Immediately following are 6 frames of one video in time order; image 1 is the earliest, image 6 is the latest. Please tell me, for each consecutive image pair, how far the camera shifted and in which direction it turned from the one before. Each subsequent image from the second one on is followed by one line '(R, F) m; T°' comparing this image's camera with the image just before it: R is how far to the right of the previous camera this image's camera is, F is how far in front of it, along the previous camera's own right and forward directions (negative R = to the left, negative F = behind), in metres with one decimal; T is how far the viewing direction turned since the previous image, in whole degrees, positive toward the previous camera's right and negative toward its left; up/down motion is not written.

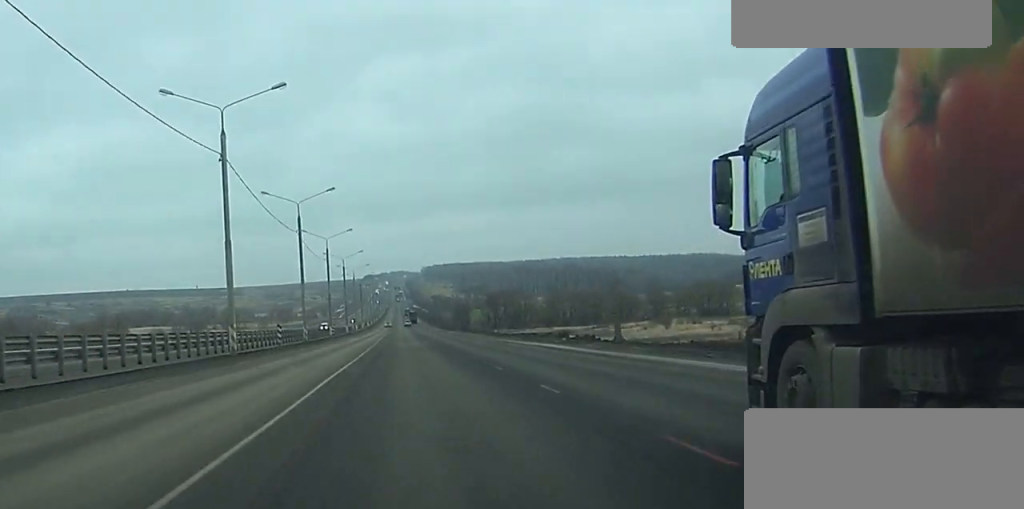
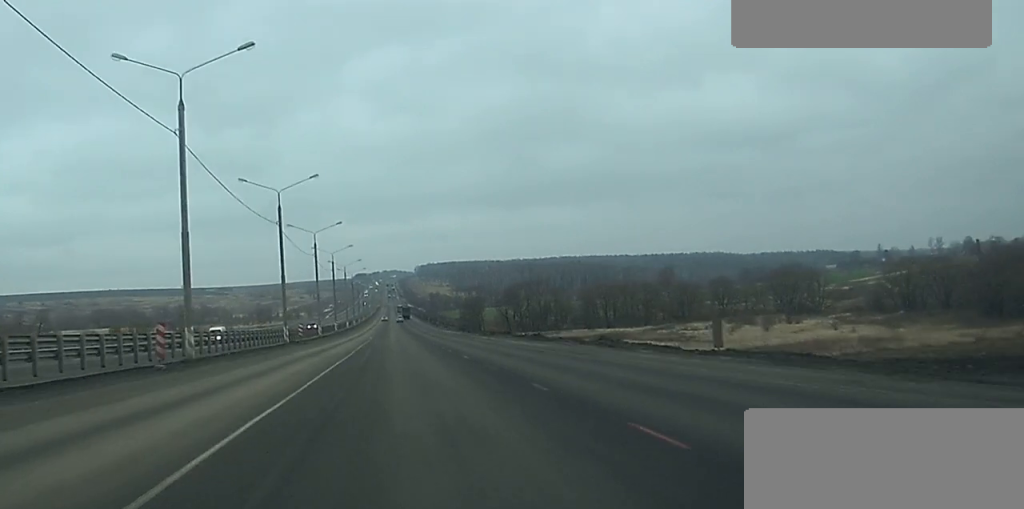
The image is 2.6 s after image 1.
(+0.6, +71.6) m; +1°
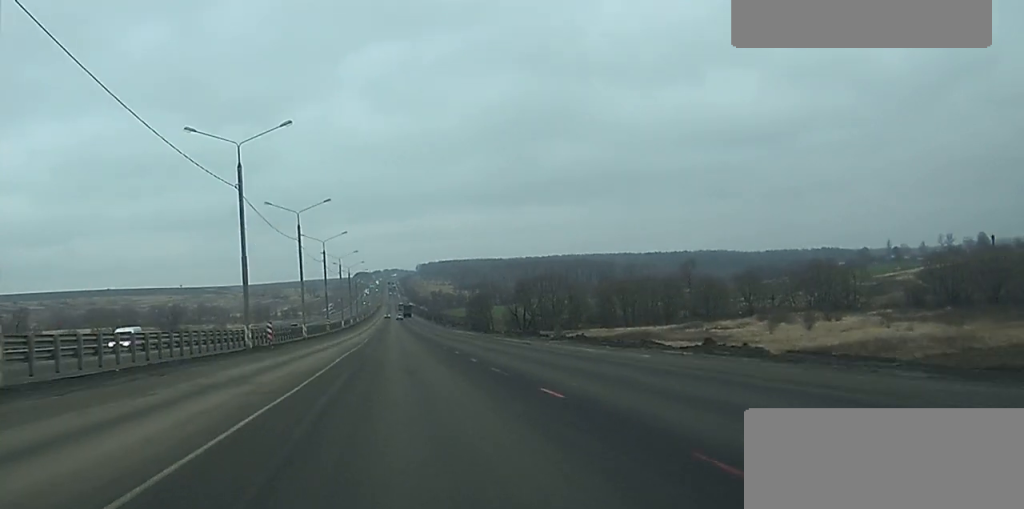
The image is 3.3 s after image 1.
(0.0, +18.2) m; 0°
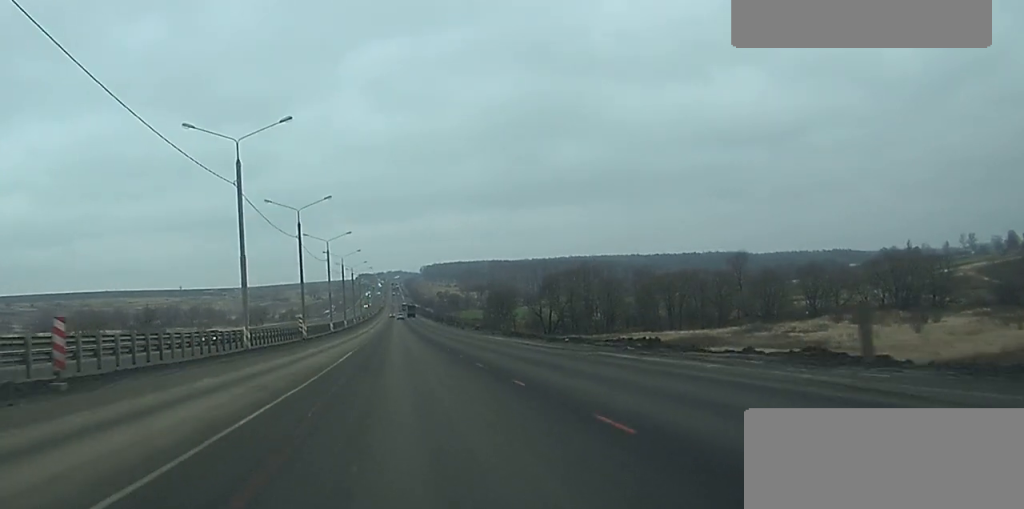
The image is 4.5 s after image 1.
(-0.2, +34.5) m; 0°
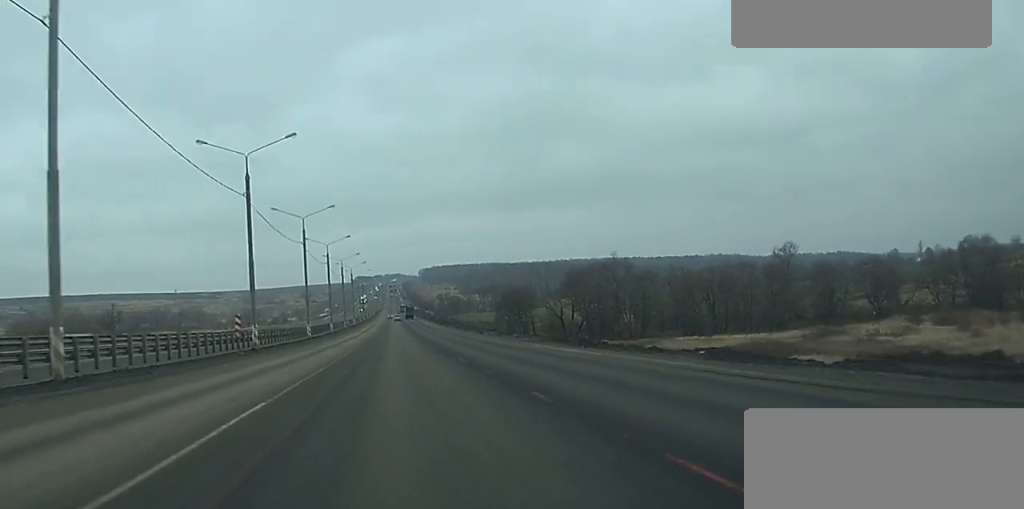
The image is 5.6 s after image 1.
(0.0, +28.1) m; 0°
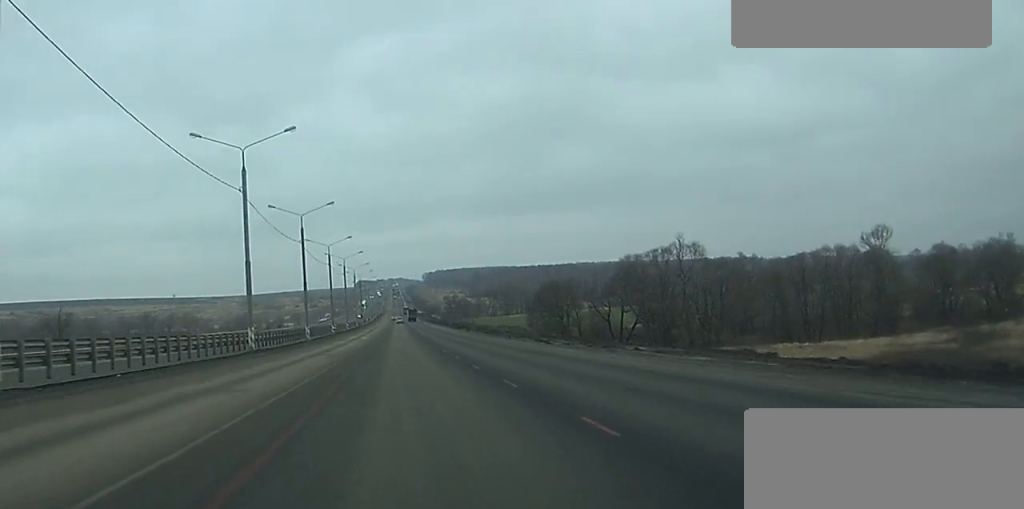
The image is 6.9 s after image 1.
(-0.1, +36.2) m; 0°
